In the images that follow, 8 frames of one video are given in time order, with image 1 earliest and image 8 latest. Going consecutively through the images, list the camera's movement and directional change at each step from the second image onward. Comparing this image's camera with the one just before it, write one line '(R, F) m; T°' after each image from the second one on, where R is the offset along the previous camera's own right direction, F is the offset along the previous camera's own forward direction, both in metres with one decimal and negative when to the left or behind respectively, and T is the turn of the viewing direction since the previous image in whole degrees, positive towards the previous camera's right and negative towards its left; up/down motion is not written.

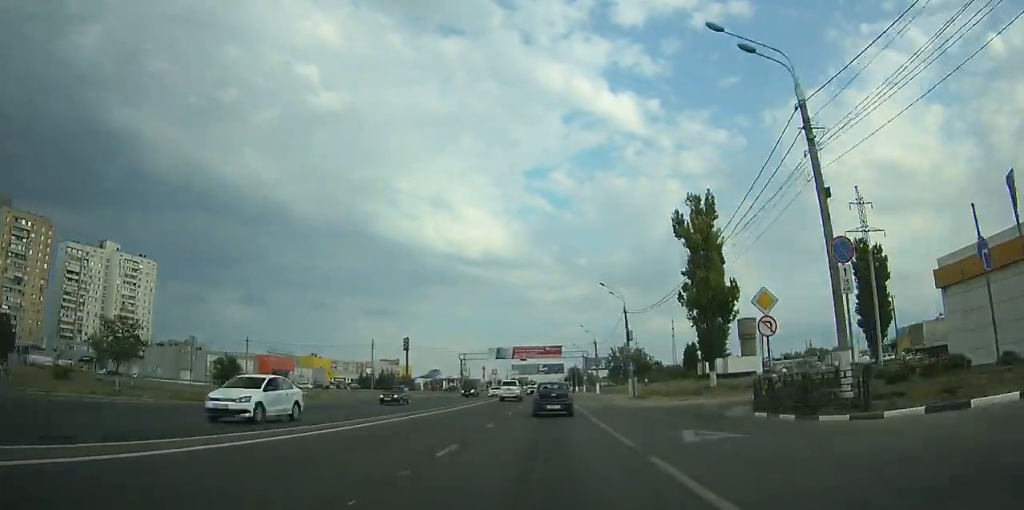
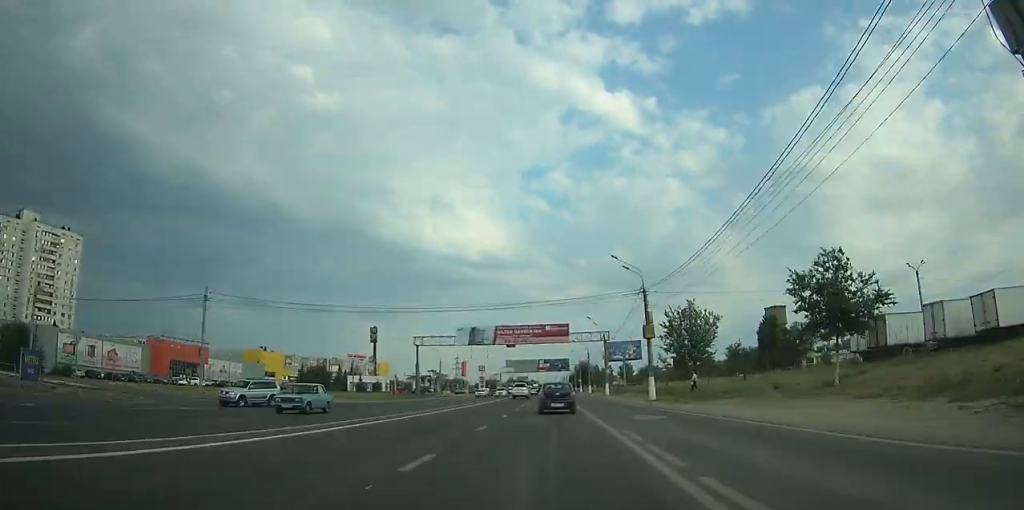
(+0.2, +51.1) m; 0°
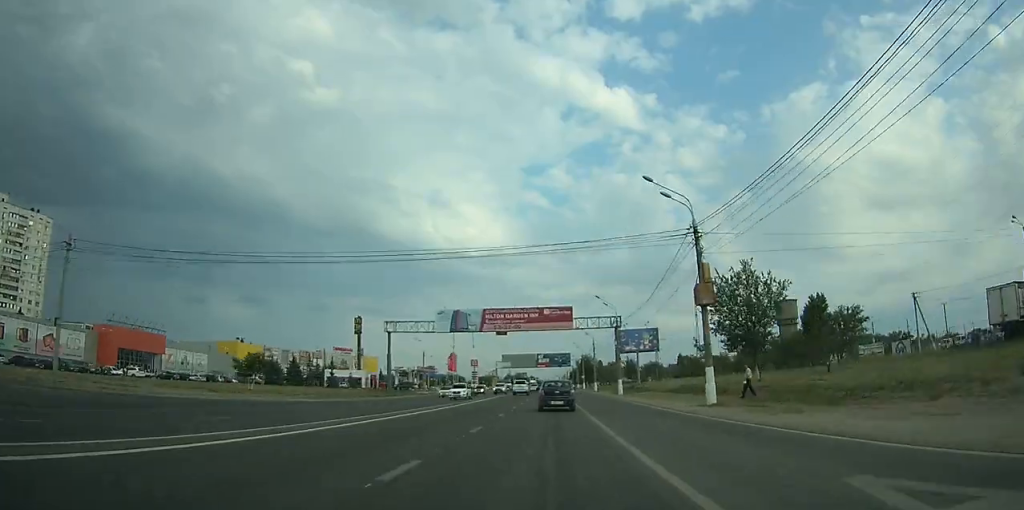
(0.0, +17.3) m; 0°
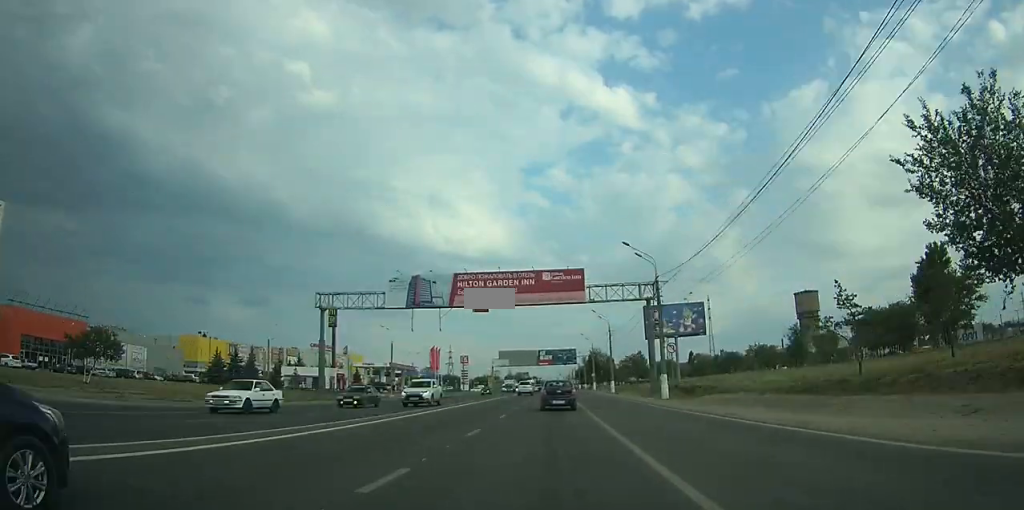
(0.0, +24.5) m; 0°
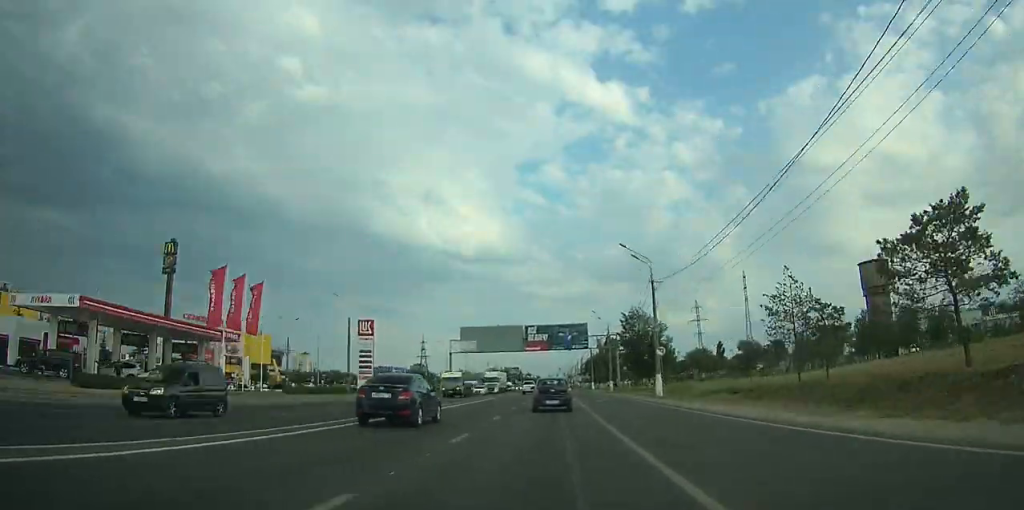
(+0.1, +75.3) m; 0°
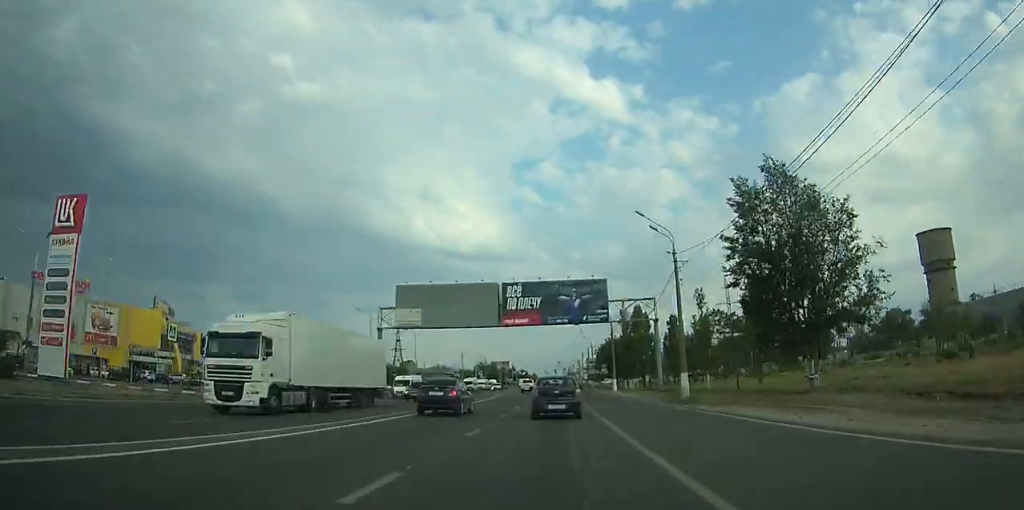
(+0.2, +43.4) m; 0°
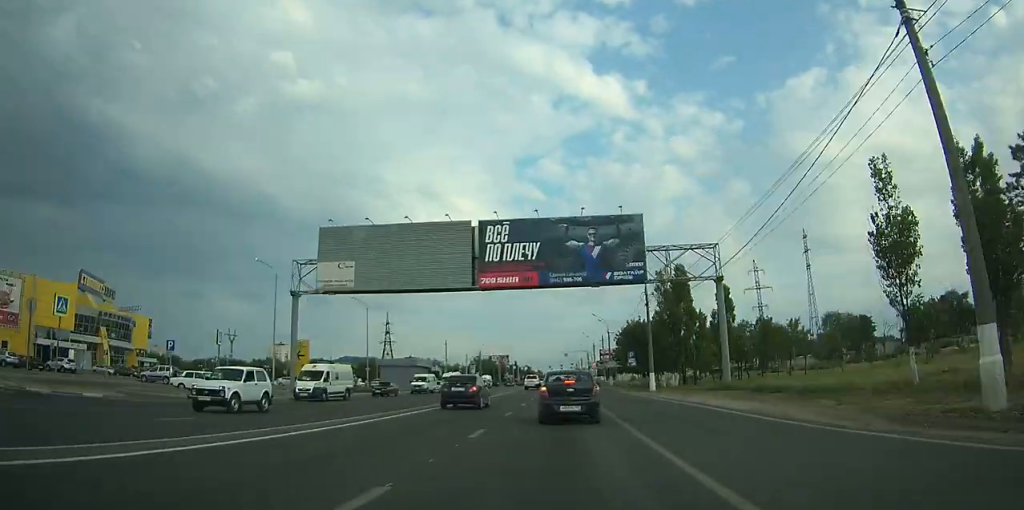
(0.0, +22.0) m; 0°
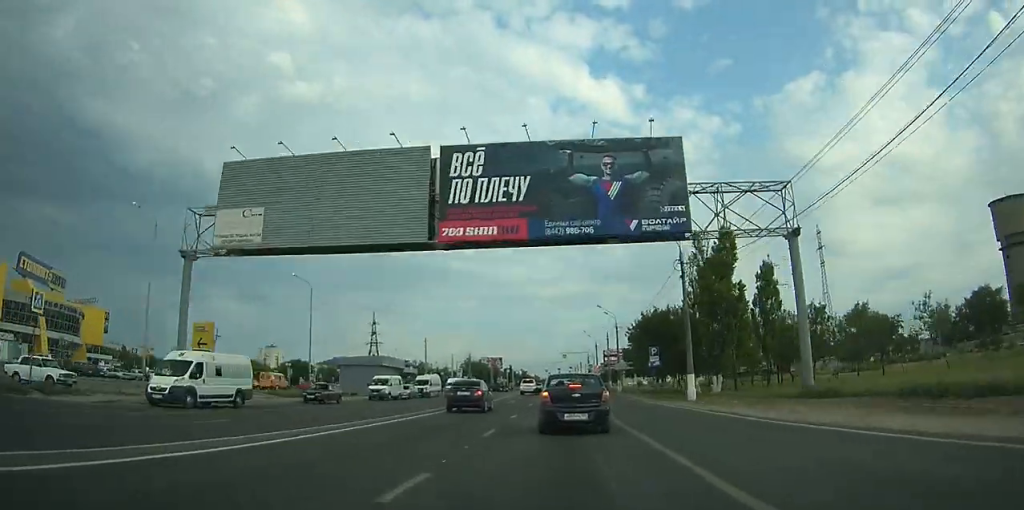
(-0.1, +12.1) m; 0°
